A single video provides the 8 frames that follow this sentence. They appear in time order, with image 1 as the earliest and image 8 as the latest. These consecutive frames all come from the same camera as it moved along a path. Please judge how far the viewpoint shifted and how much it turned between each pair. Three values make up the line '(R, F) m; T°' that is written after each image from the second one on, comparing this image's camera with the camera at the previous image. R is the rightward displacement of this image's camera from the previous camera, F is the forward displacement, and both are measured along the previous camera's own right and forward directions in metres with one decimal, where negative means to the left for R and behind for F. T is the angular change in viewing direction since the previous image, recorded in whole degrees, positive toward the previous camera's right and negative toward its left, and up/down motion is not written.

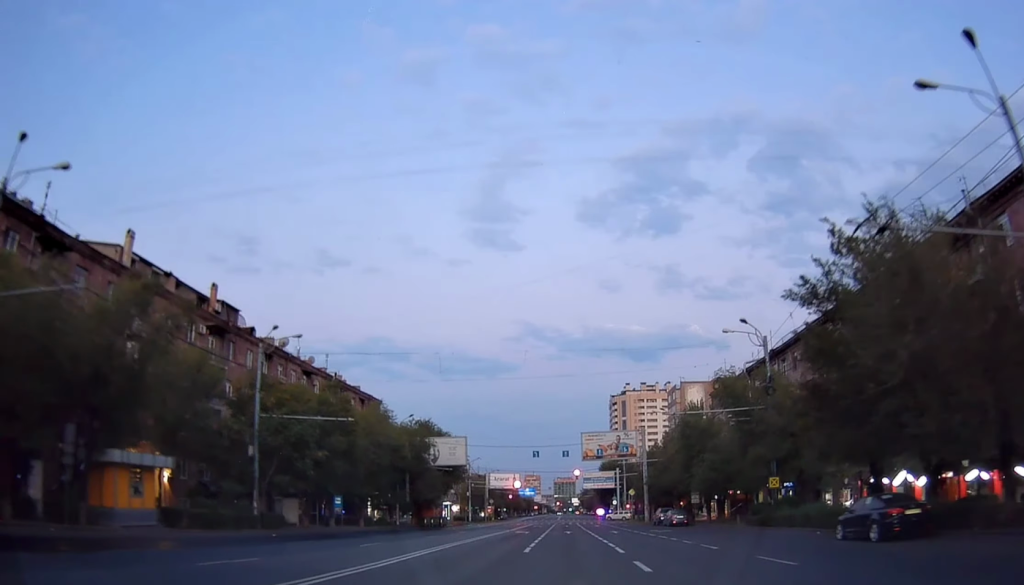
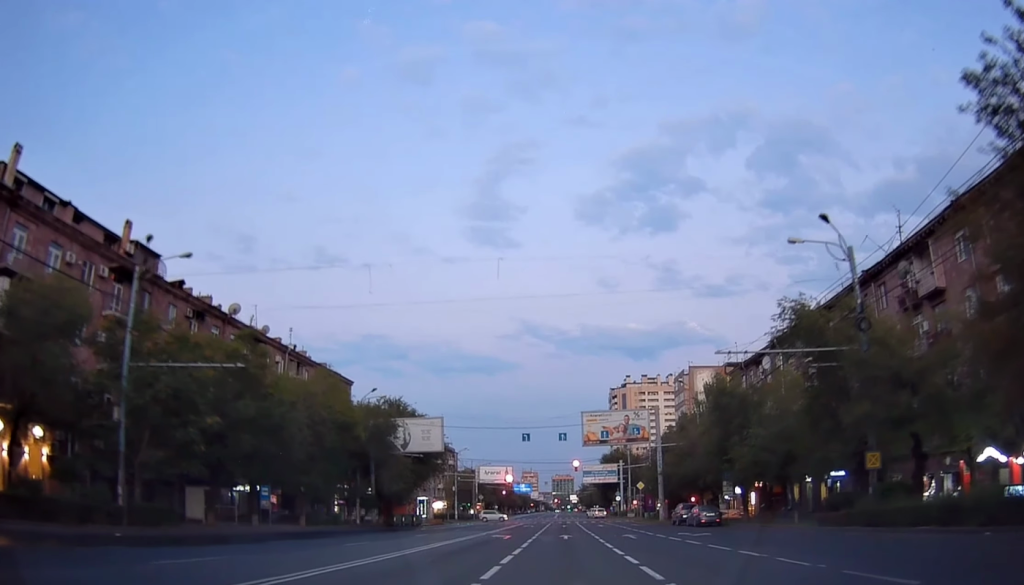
(+1.0, +13.3) m; +4°
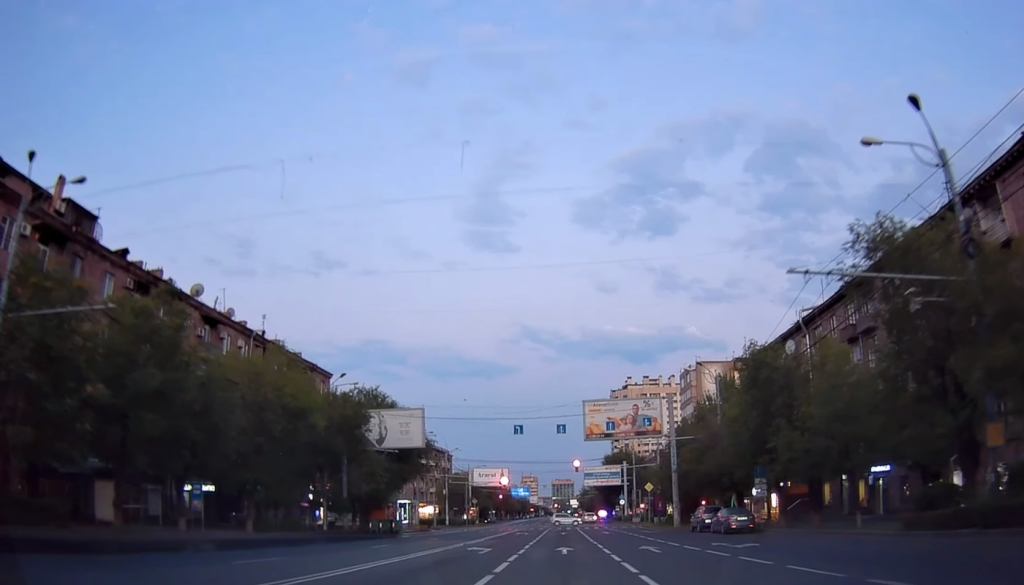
(-0.1, +8.4) m; -4°
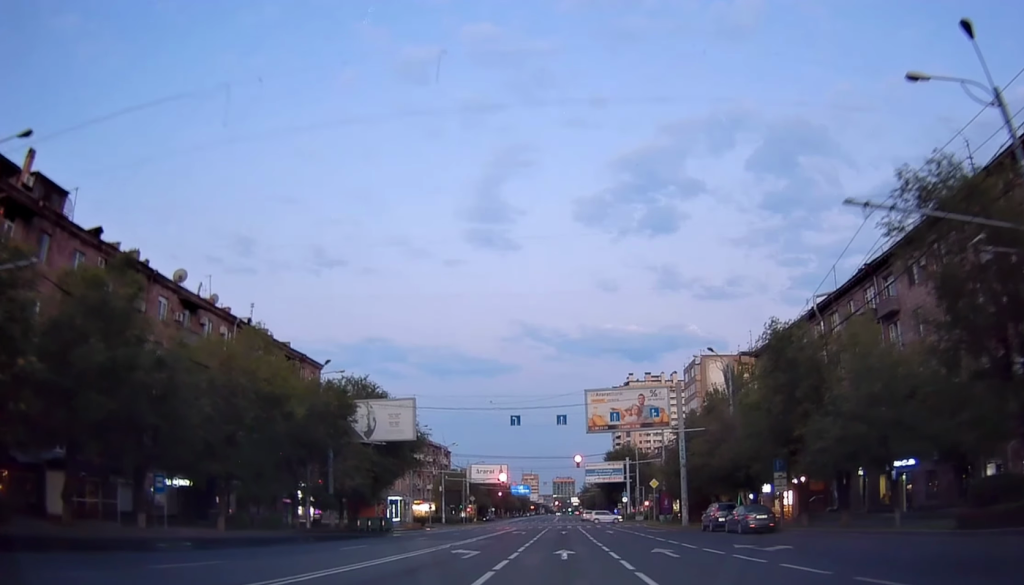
(0.0, +3.7) m; -2°
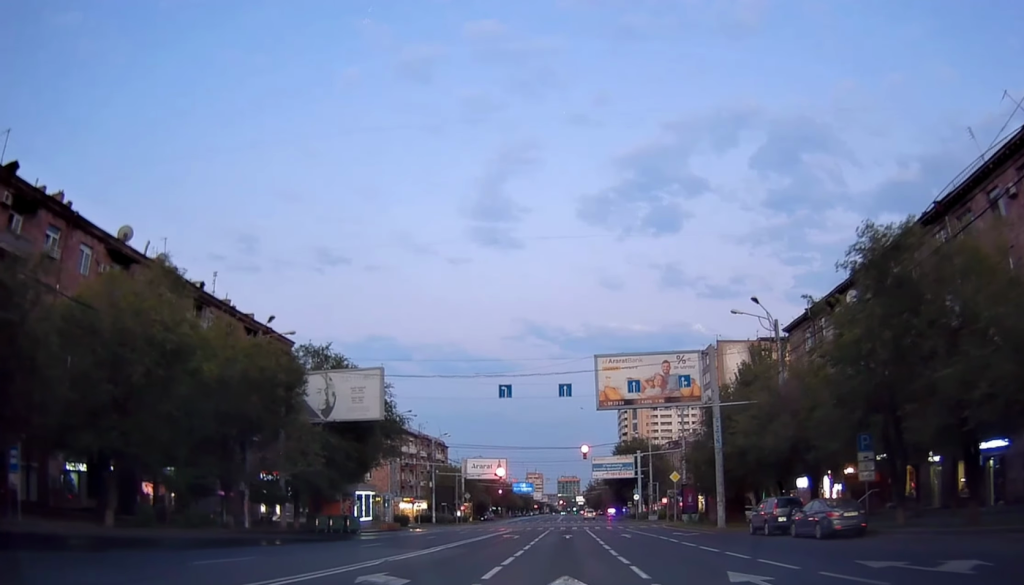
(-0.3, +10.4) m; -2°
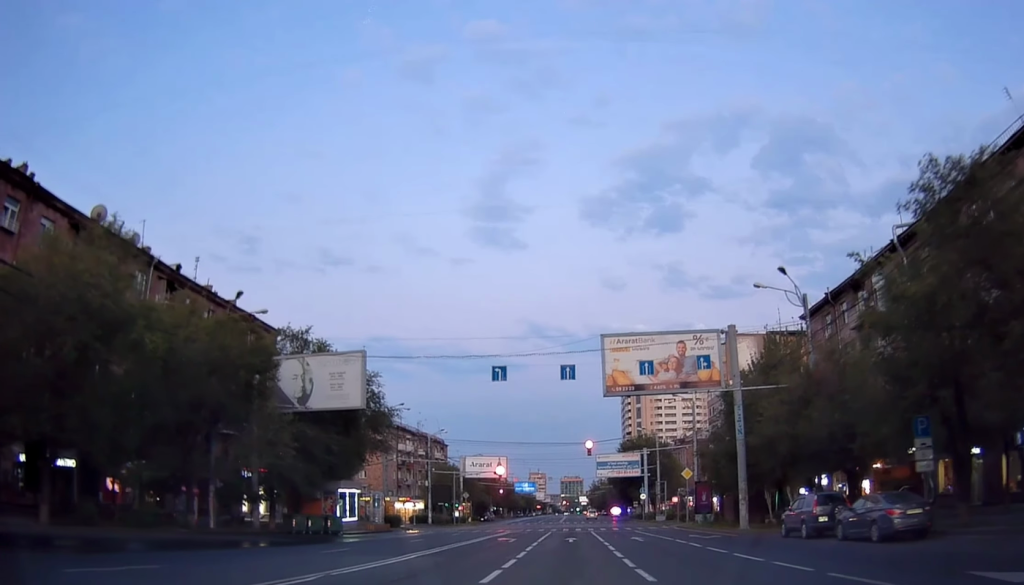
(-0.1, +4.5) m; 0°
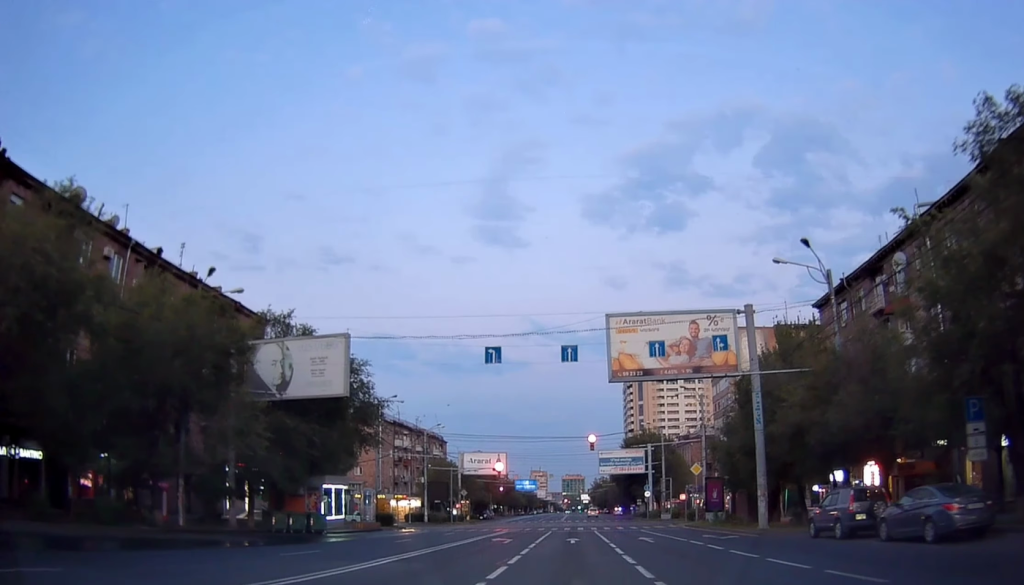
(-0.1, +3.2) m; 0°
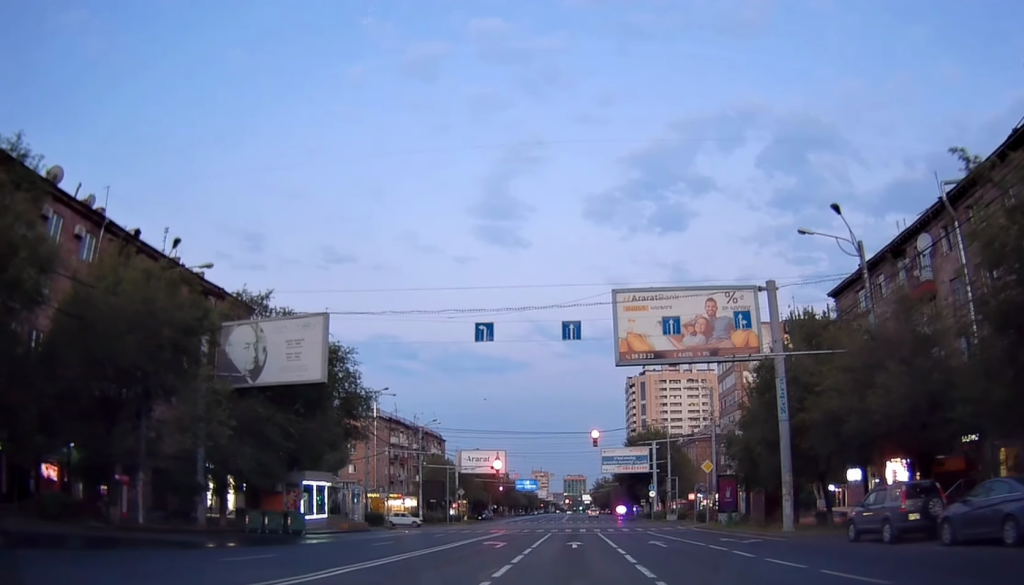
(+0.1, +3.5) m; +2°
